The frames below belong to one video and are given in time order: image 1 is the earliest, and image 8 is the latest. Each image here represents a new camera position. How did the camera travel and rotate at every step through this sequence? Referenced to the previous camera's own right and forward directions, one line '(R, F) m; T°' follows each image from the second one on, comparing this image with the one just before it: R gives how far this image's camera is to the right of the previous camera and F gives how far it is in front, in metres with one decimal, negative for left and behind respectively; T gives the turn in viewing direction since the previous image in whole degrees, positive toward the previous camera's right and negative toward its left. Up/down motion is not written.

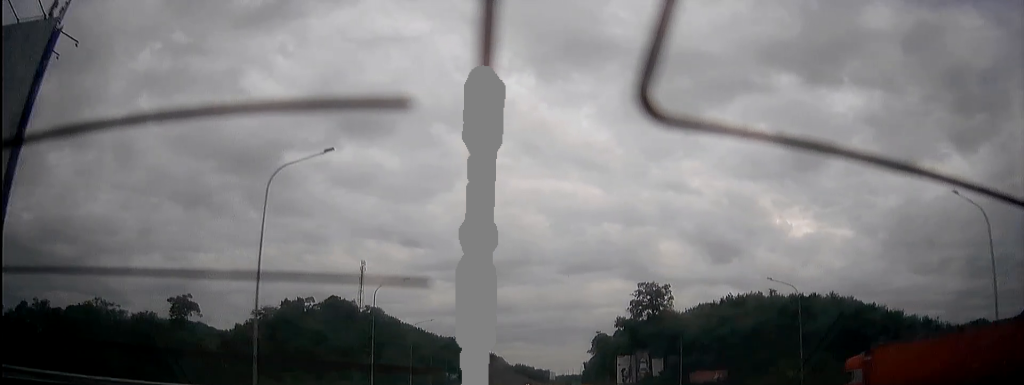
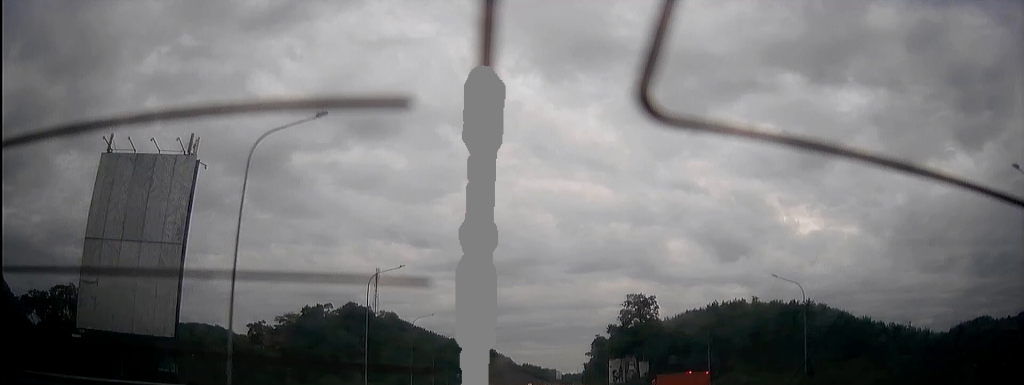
(+0.2, +25.8) m; +1°
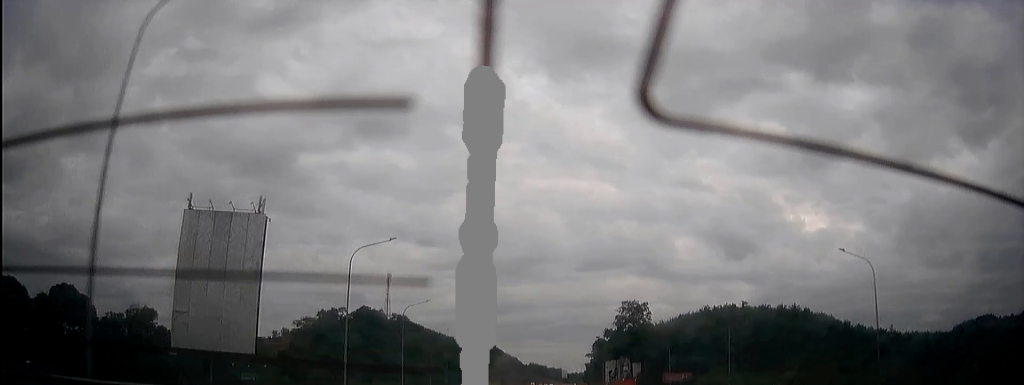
(0.0, +18.8) m; +1°
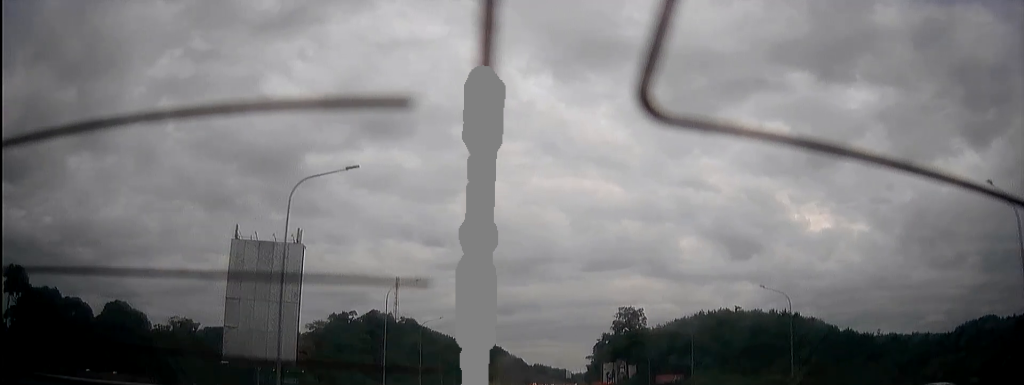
(+0.1, +15.2) m; +1°
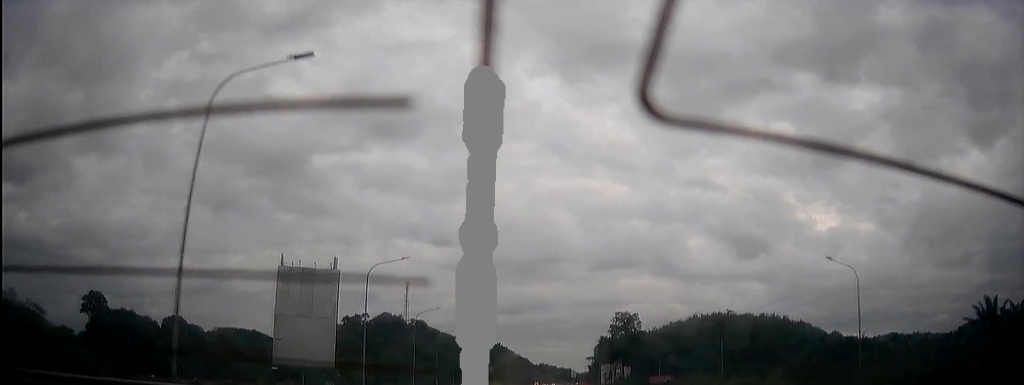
(+0.1, +19.9) m; +1°
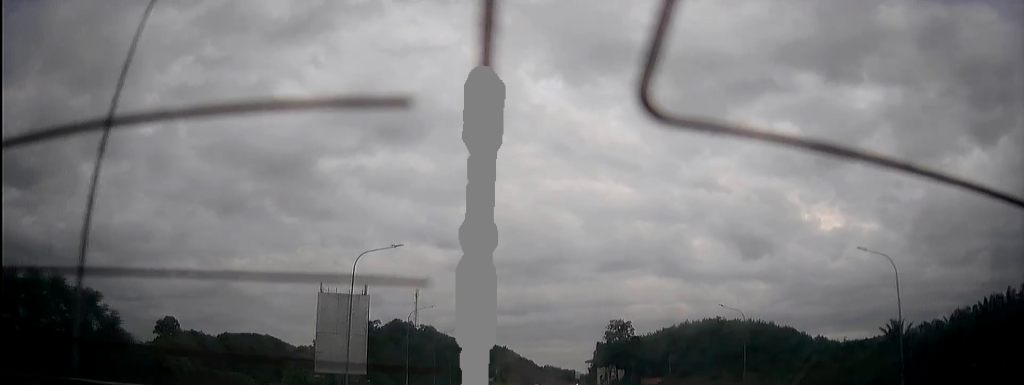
(+0.2, +26.9) m; +1°
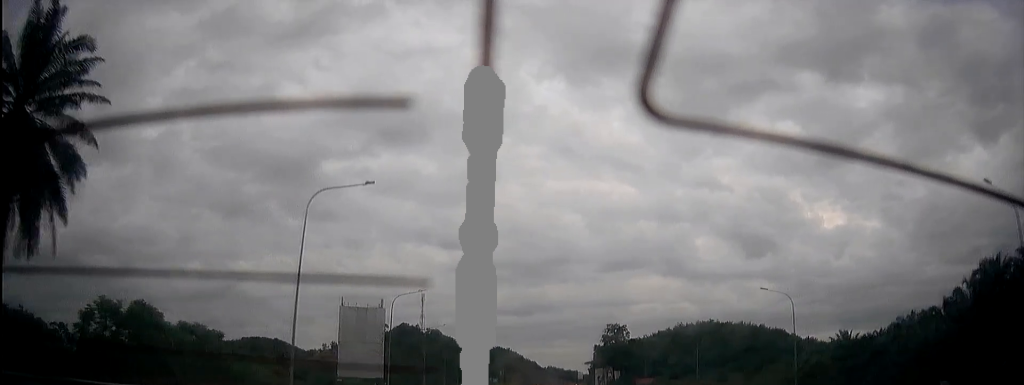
(+0.1, +16.4) m; 0°
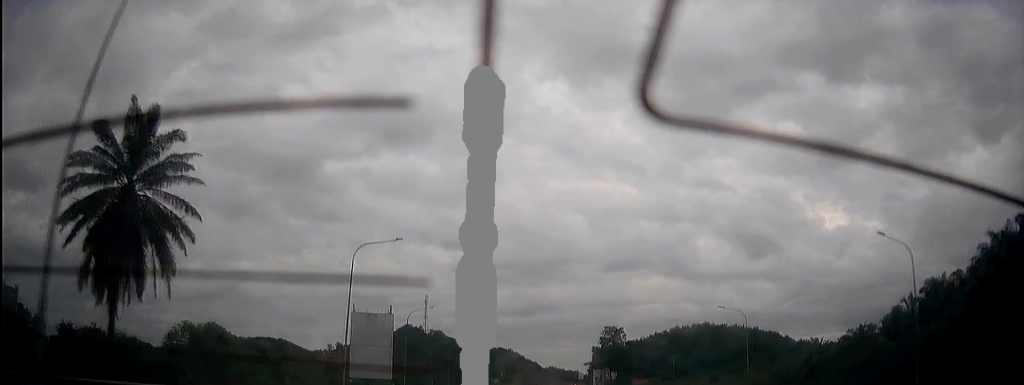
(0.0, +12.9) m; 0°
